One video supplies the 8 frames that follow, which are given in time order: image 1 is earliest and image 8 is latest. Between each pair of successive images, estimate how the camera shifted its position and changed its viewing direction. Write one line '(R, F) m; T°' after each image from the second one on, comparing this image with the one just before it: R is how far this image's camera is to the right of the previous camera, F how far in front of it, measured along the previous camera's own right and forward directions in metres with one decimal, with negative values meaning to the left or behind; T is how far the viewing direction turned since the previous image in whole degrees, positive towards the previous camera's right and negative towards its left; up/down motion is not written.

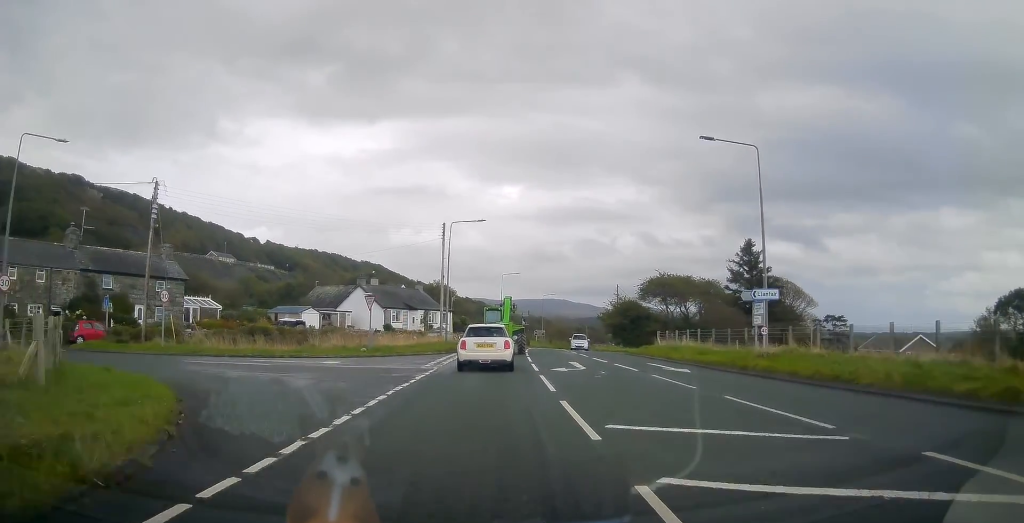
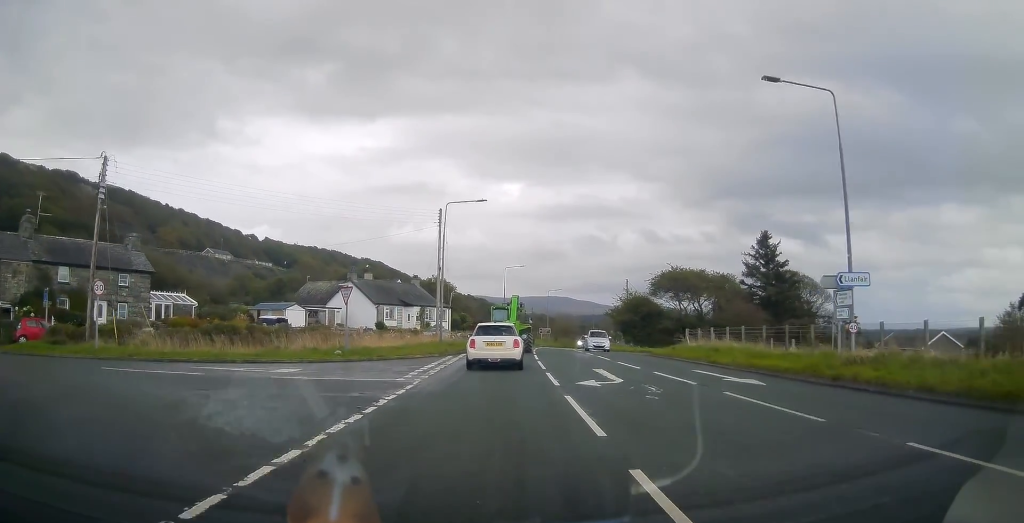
(0.0, +5.4) m; 0°
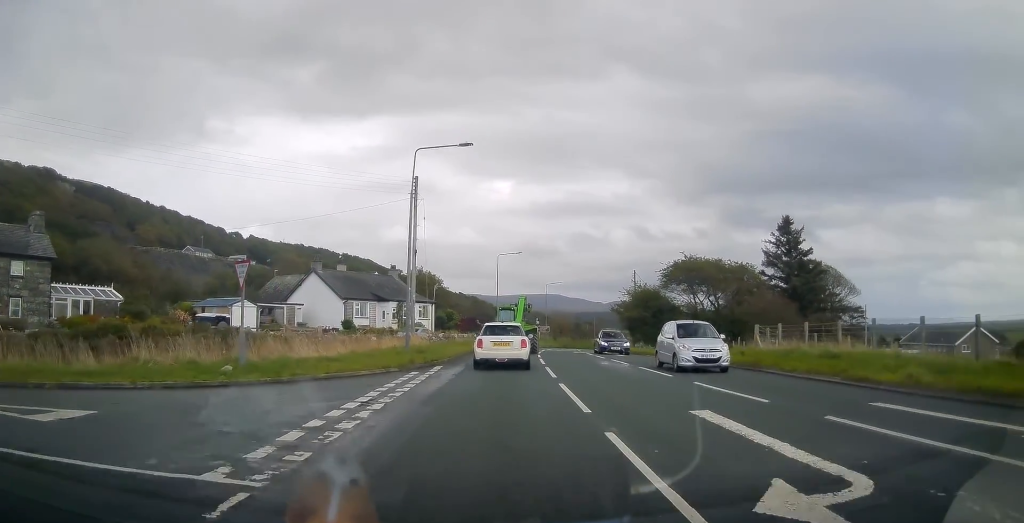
(0.0, +10.2) m; +1°
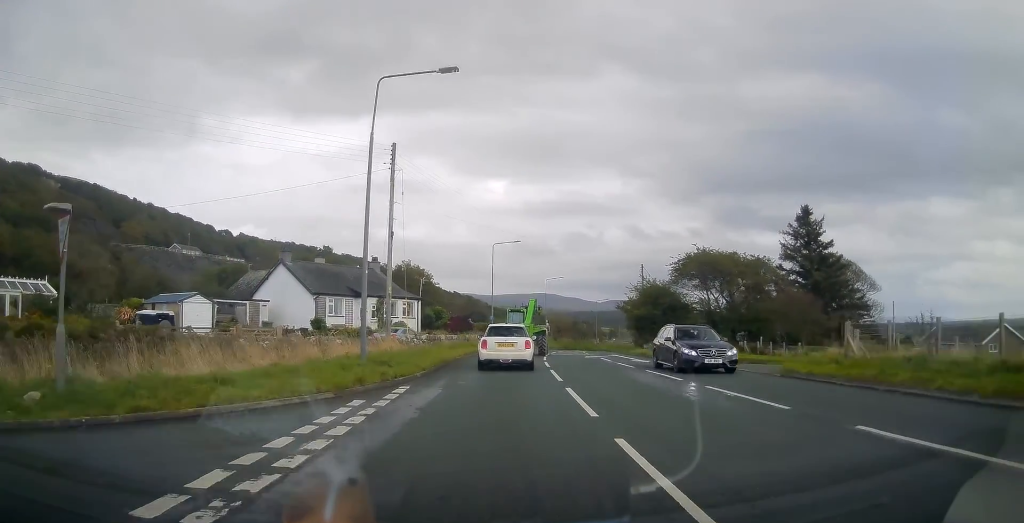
(0.0, +6.9) m; +1°
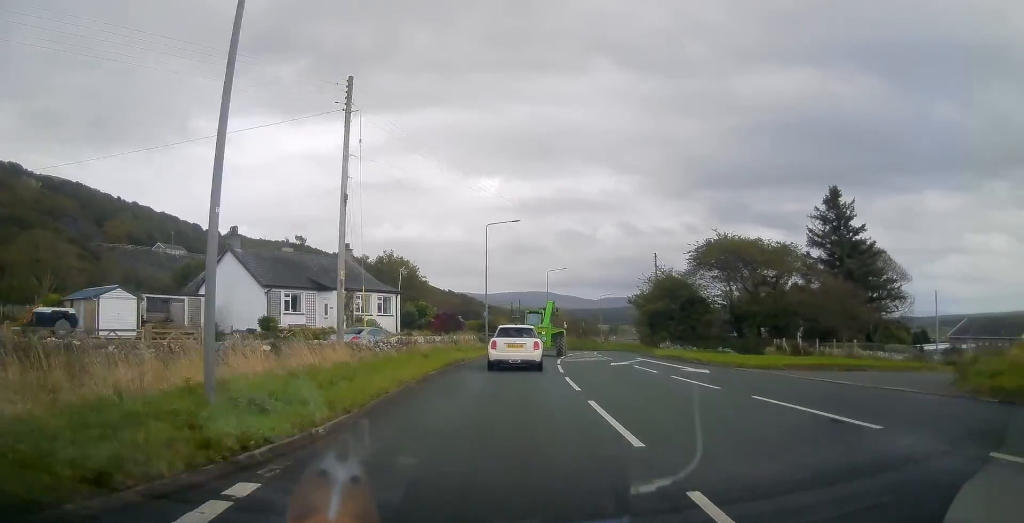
(0.0, +8.5) m; 0°
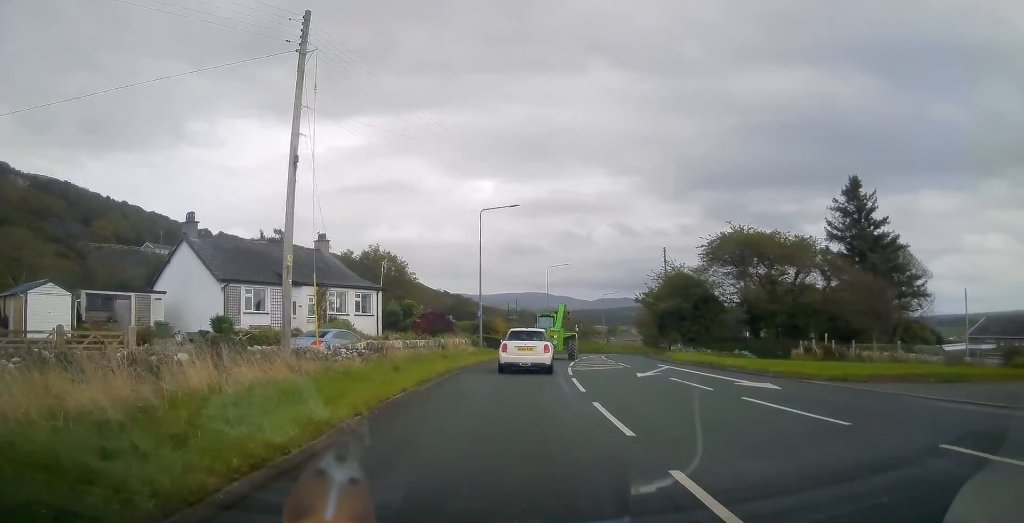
(0.0, +5.2) m; 0°
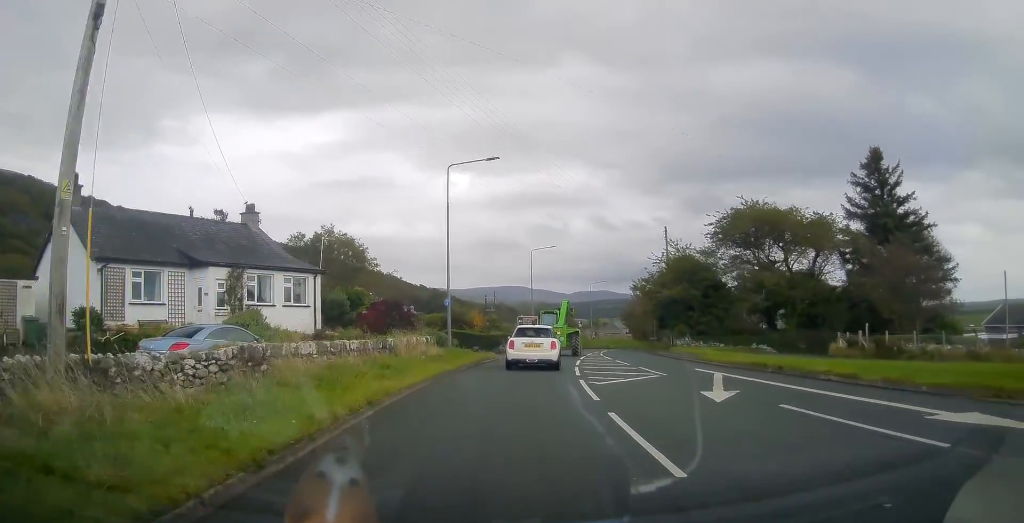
(0.0, +8.3) m; +2°
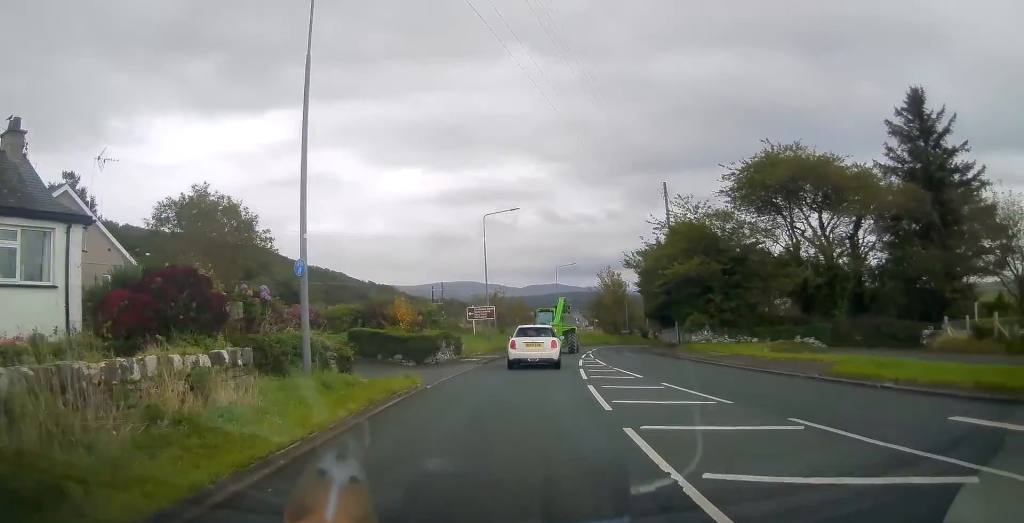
(+0.6, +14.3) m; +3°
